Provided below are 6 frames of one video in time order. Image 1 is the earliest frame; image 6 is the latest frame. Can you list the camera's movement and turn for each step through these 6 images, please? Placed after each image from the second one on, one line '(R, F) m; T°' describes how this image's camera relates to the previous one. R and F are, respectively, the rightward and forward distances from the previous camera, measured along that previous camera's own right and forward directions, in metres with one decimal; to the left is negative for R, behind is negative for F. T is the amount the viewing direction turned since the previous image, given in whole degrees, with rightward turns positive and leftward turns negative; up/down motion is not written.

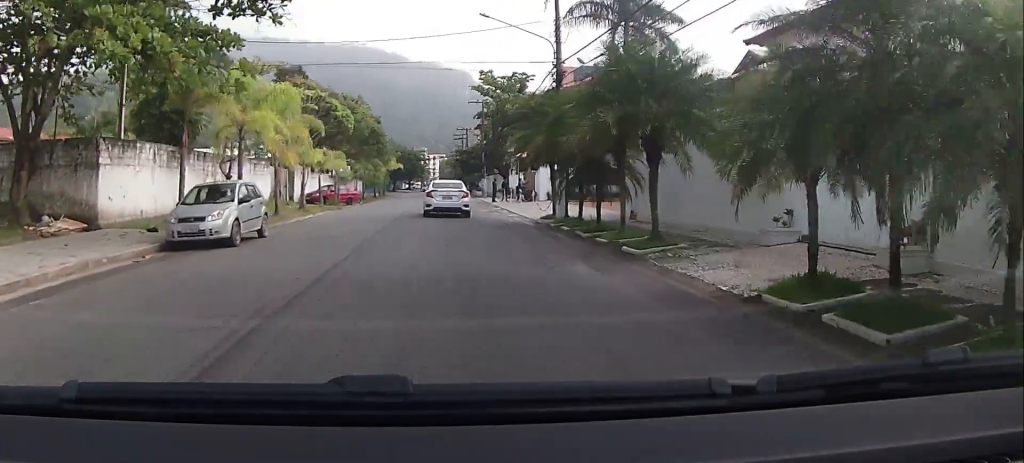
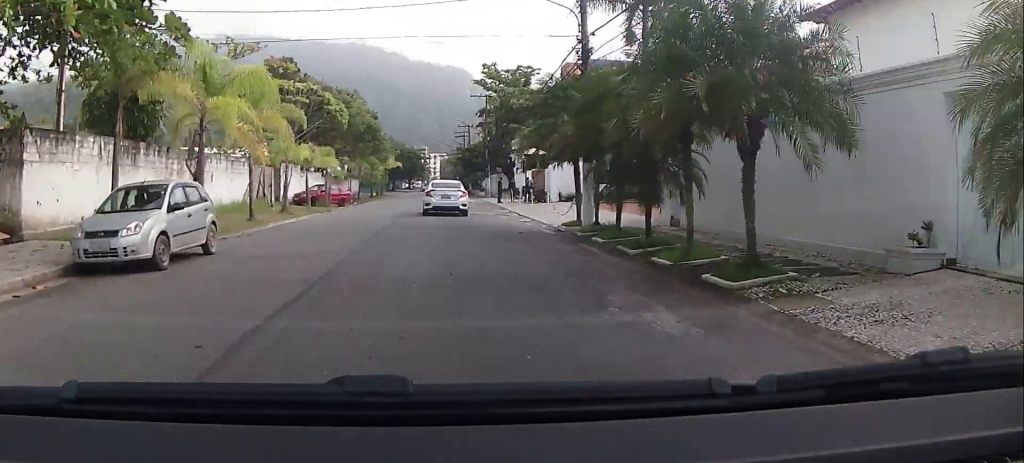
(+0.2, +4.0) m; 0°
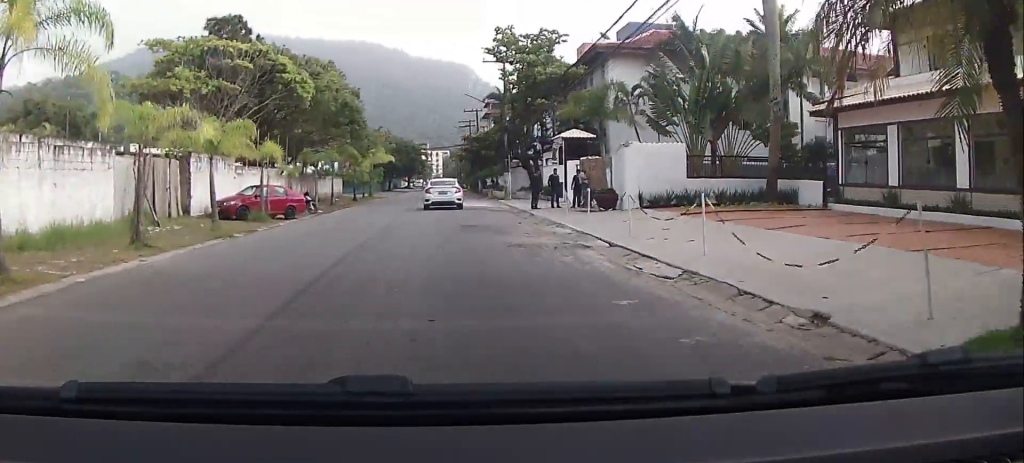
(-0.7, +15.5) m; -3°
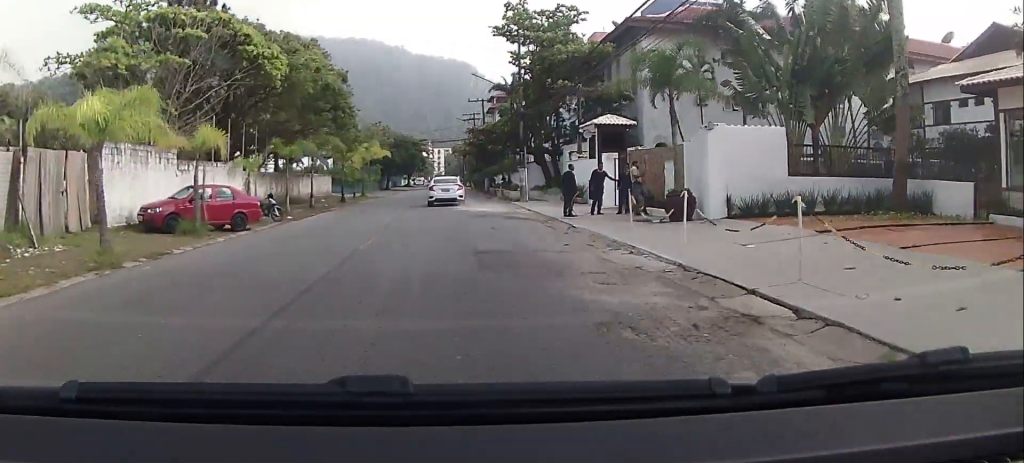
(0.0, +7.4) m; +1°
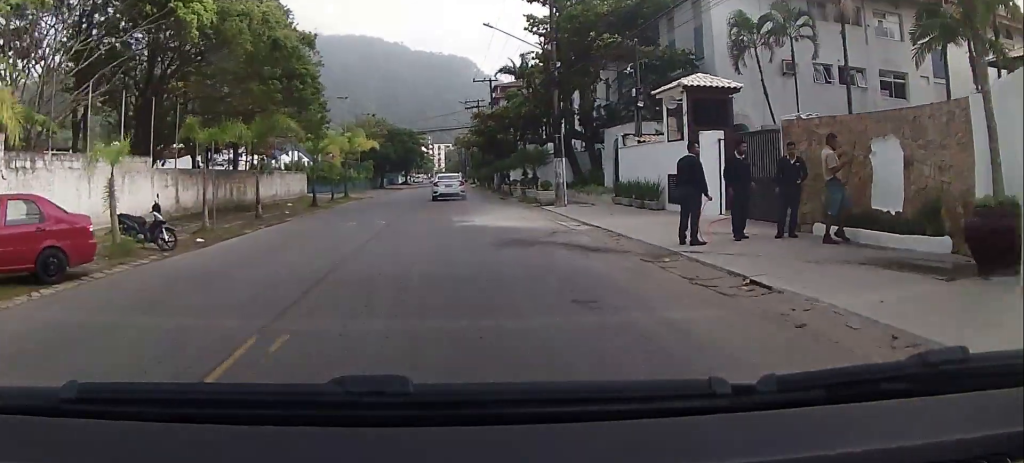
(+0.3, +10.9) m; +4°
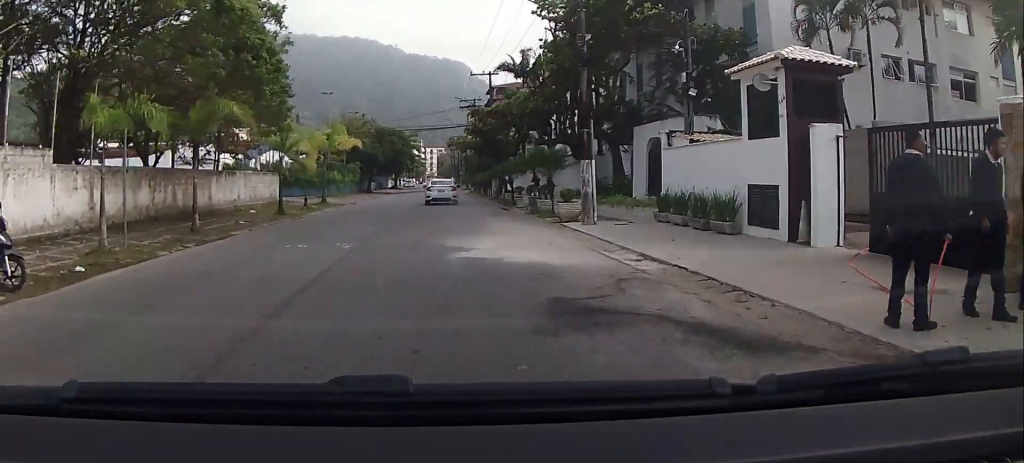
(+0.1, +6.1) m; 0°
